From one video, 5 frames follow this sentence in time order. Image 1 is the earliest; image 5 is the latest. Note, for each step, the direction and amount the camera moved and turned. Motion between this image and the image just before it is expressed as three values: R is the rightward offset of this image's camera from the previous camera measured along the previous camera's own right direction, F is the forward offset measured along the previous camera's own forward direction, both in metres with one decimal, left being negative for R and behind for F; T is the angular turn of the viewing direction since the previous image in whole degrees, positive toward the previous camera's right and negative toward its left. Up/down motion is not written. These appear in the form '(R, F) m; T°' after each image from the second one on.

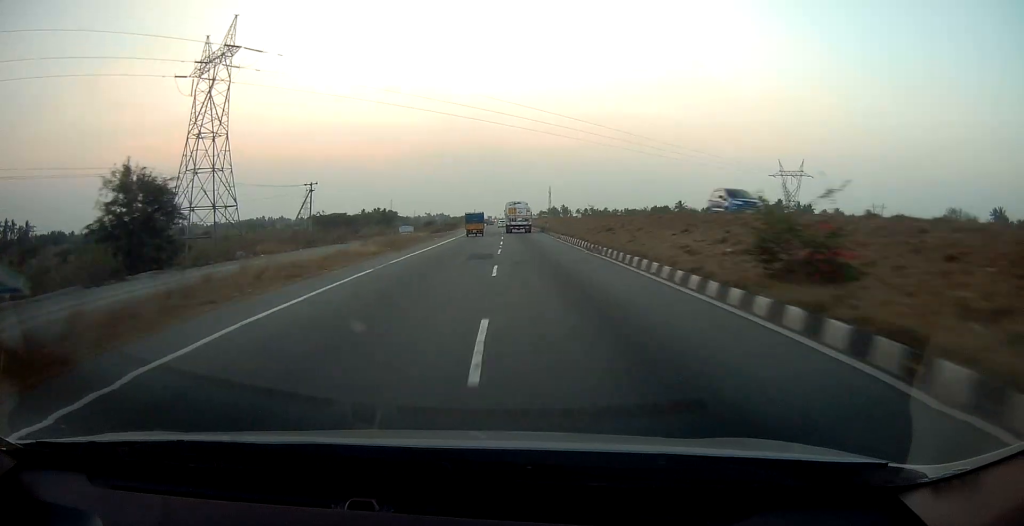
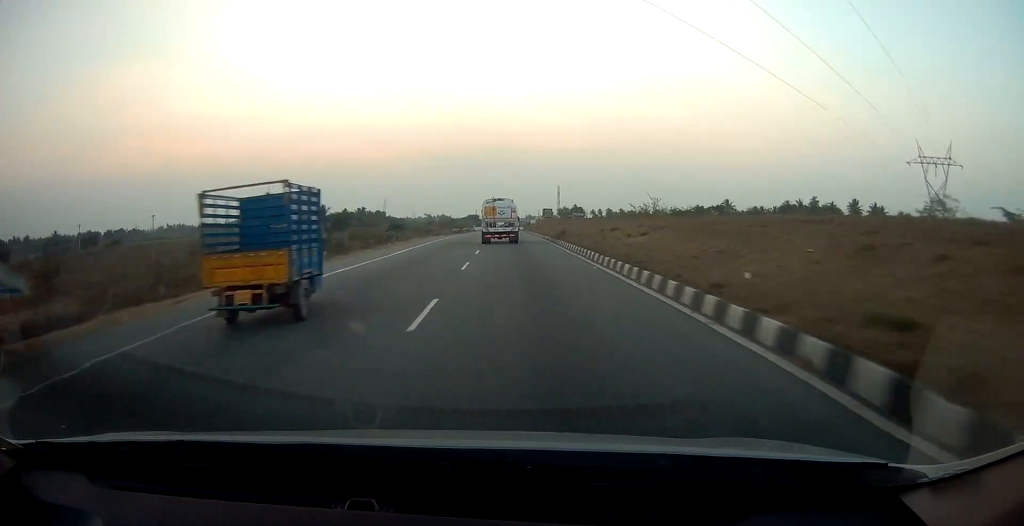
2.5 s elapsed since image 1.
(-0.1, +62.0) m; 0°
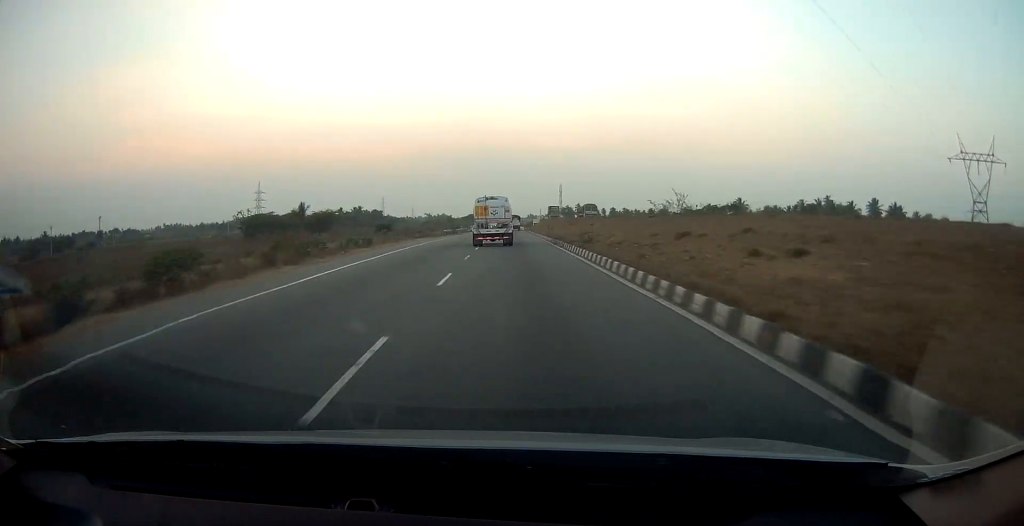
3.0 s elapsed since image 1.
(0.0, +12.9) m; 0°
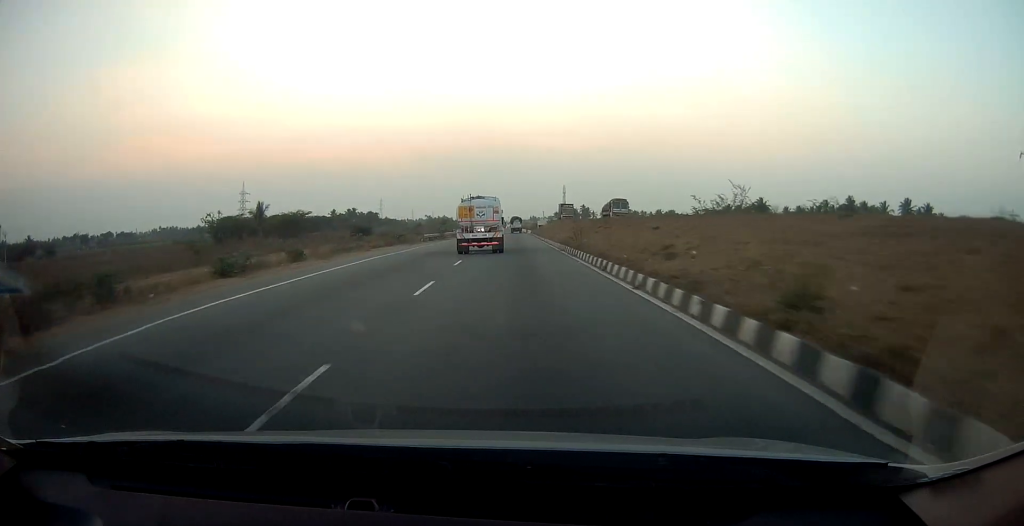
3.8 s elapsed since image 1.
(-0.1, +19.4) m; 0°
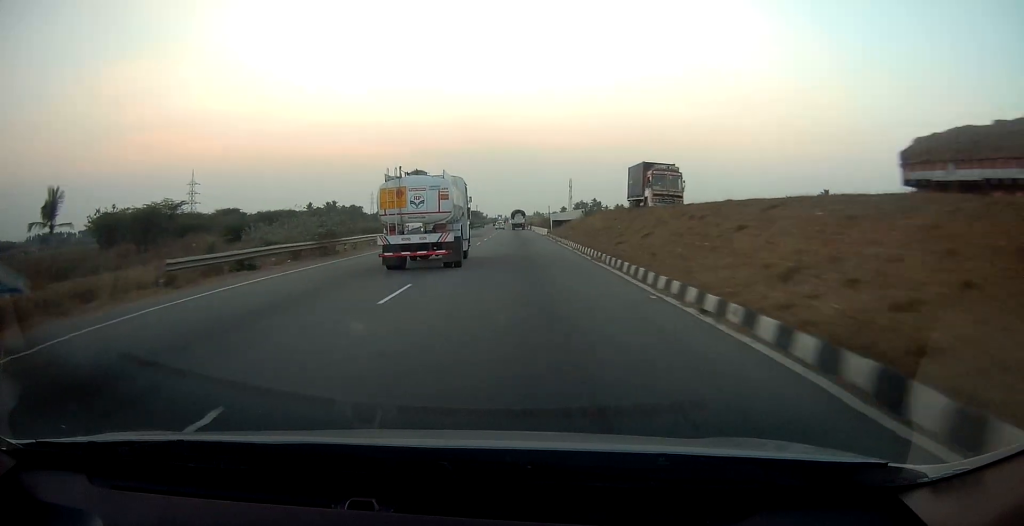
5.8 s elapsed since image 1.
(0.0, +46.5) m; 0°
